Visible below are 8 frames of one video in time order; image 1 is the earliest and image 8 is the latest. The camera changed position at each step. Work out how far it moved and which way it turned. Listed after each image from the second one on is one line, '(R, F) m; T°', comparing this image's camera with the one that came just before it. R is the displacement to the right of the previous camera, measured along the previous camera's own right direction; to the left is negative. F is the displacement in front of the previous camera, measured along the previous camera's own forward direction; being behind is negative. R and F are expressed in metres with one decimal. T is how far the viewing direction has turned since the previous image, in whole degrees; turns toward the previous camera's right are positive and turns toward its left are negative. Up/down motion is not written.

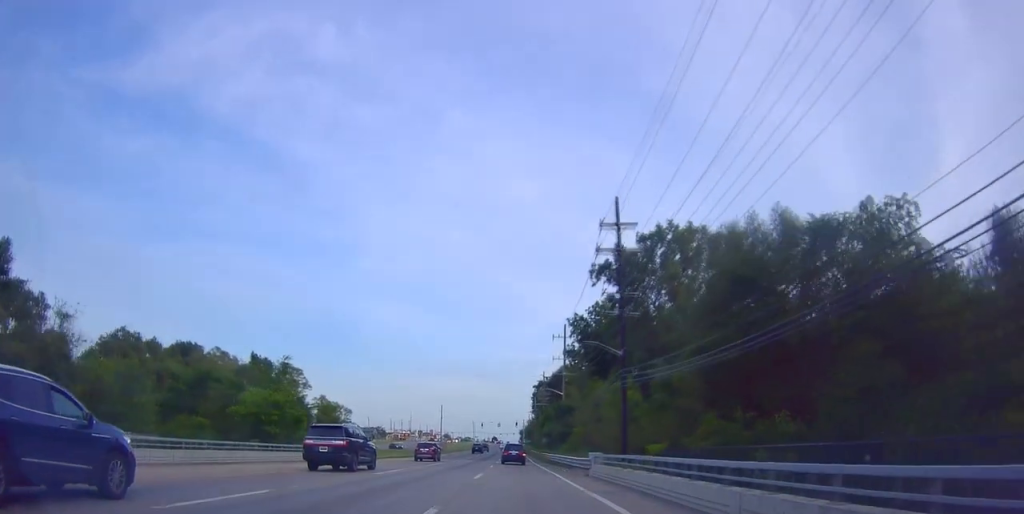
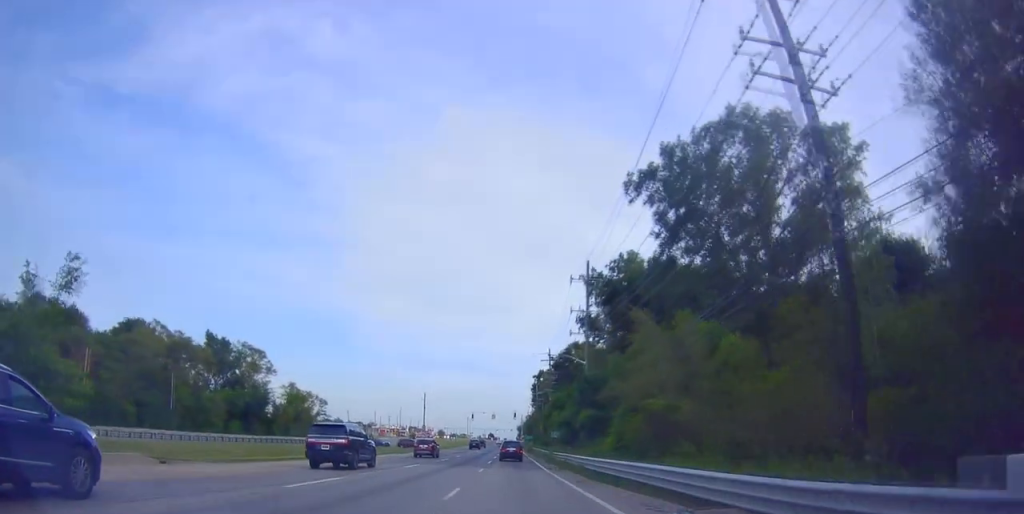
(-0.2, +24.6) m; +1°
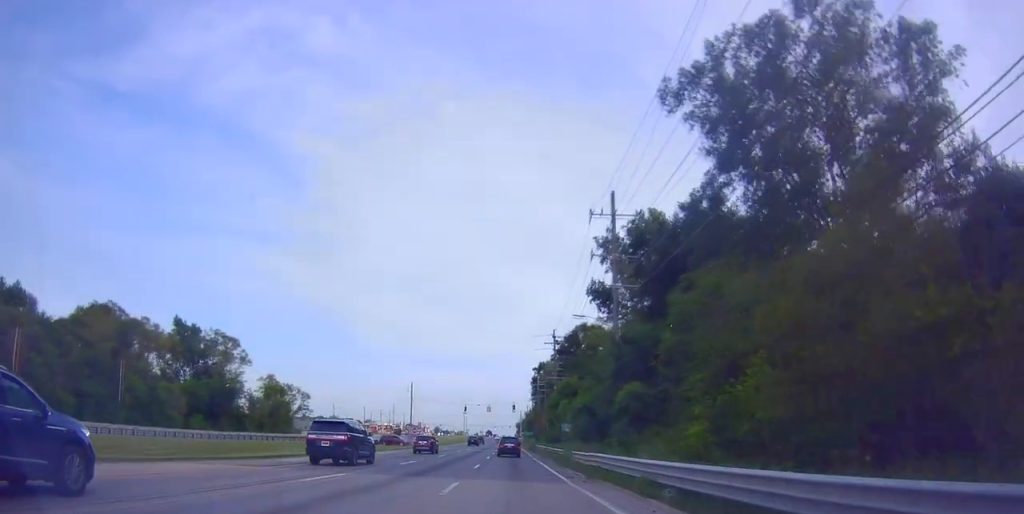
(+0.5, +14.1) m; 0°
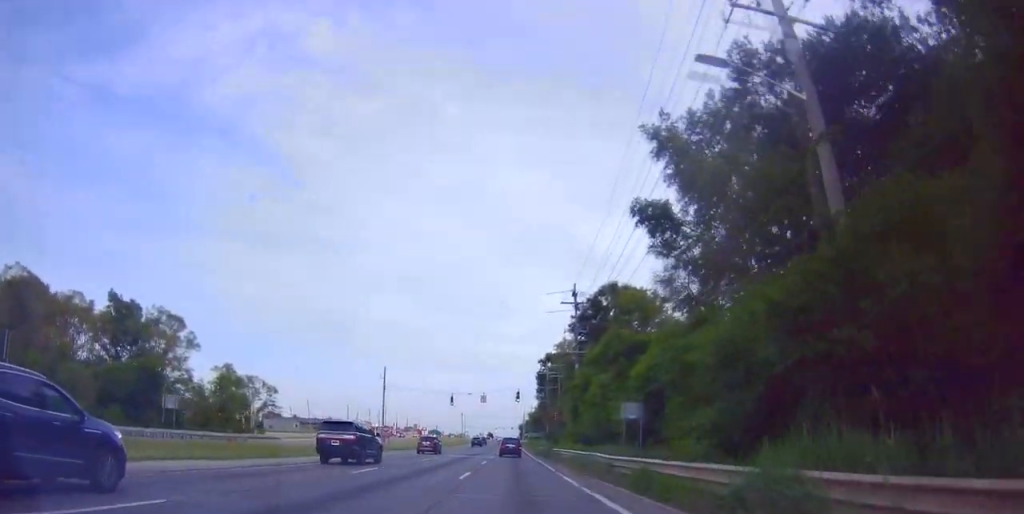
(-0.7, +25.9) m; -1°
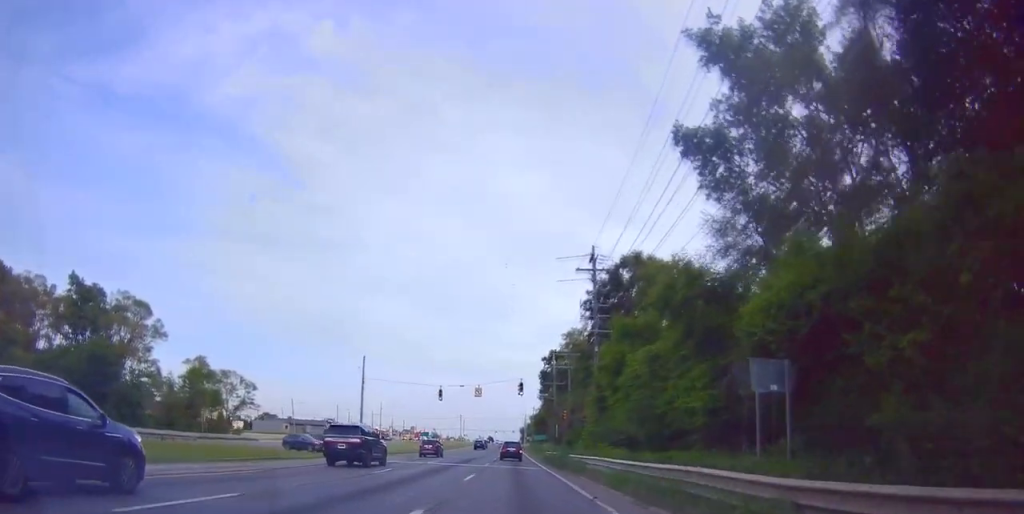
(+0.2, +12.9) m; 0°
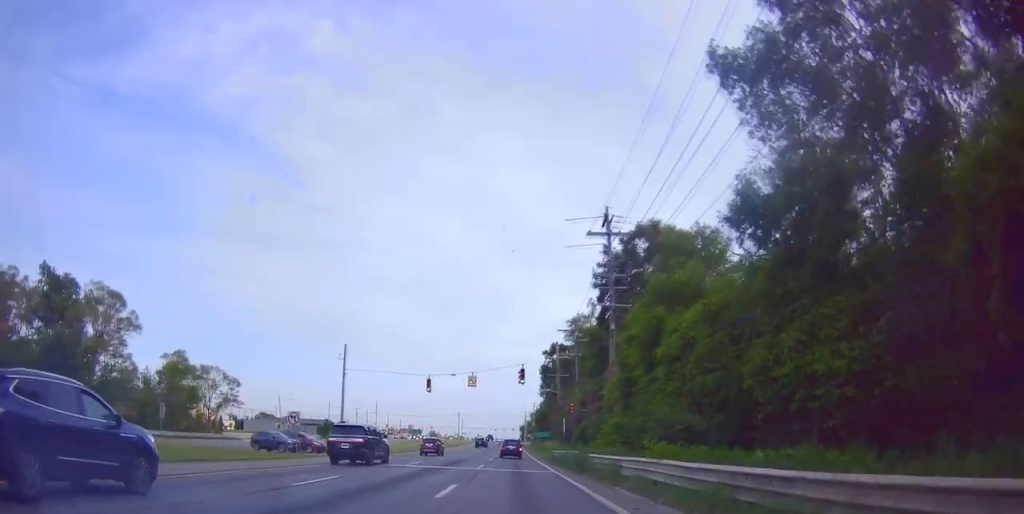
(0.0, +8.1) m; 0°
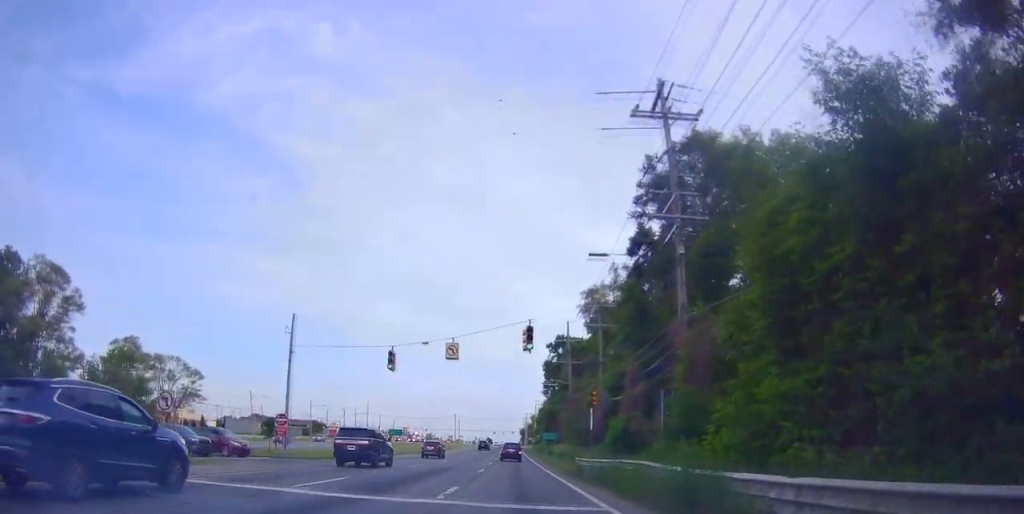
(-0.3, +16.2) m; -1°
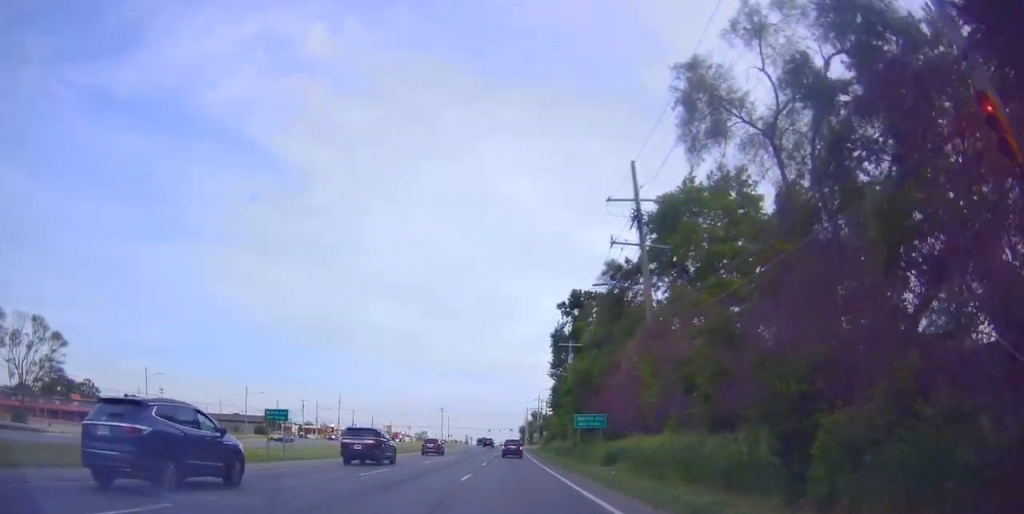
(+0.8, +37.8) m; +1°
